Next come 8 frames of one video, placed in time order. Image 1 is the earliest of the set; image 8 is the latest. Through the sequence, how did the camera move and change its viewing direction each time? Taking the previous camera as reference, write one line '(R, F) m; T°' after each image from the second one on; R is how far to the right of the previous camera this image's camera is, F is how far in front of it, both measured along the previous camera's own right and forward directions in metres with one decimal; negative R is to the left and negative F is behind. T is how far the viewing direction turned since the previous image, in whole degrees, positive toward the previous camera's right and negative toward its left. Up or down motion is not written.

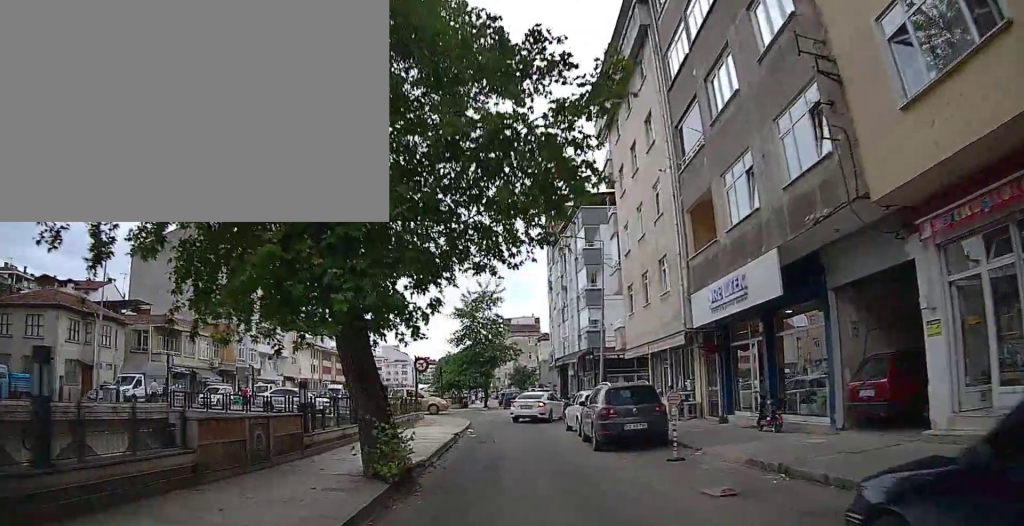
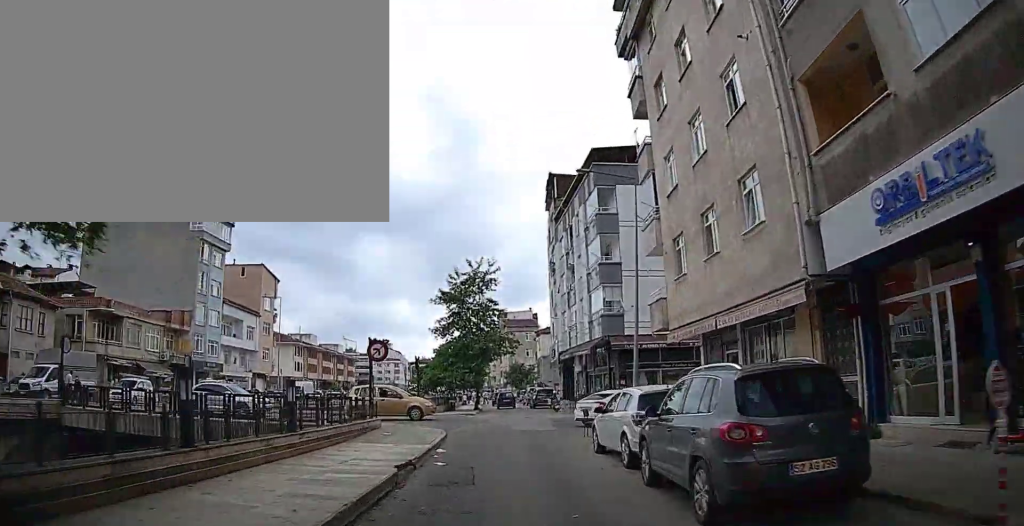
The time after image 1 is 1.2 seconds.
(+0.2, +7.9) m; 0°
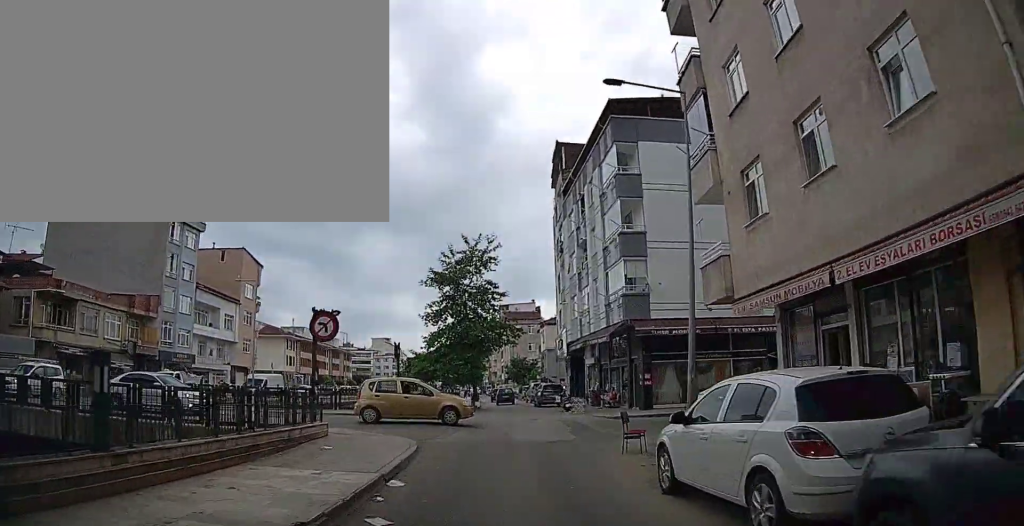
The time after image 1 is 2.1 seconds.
(-0.1, +5.8) m; +1°
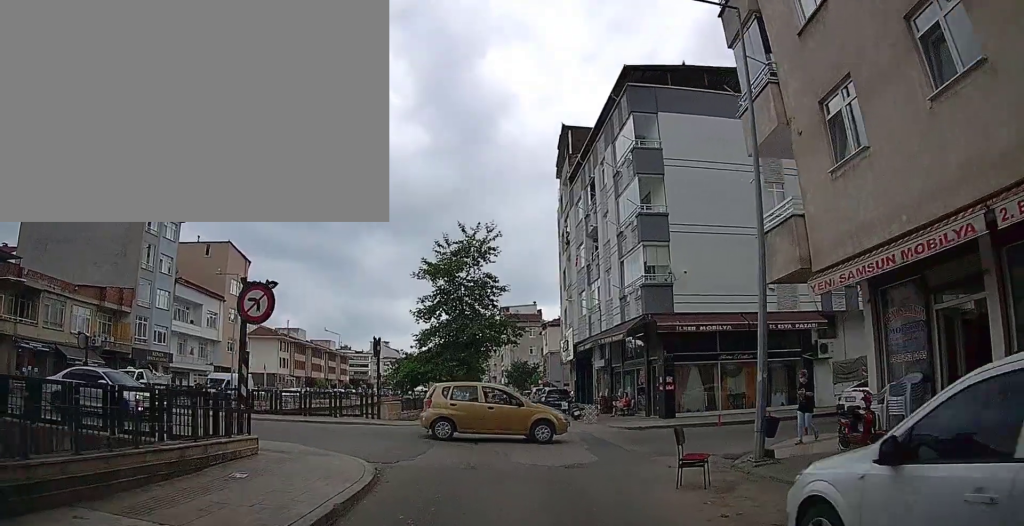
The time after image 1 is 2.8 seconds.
(+0.1, +4.0) m; +2°
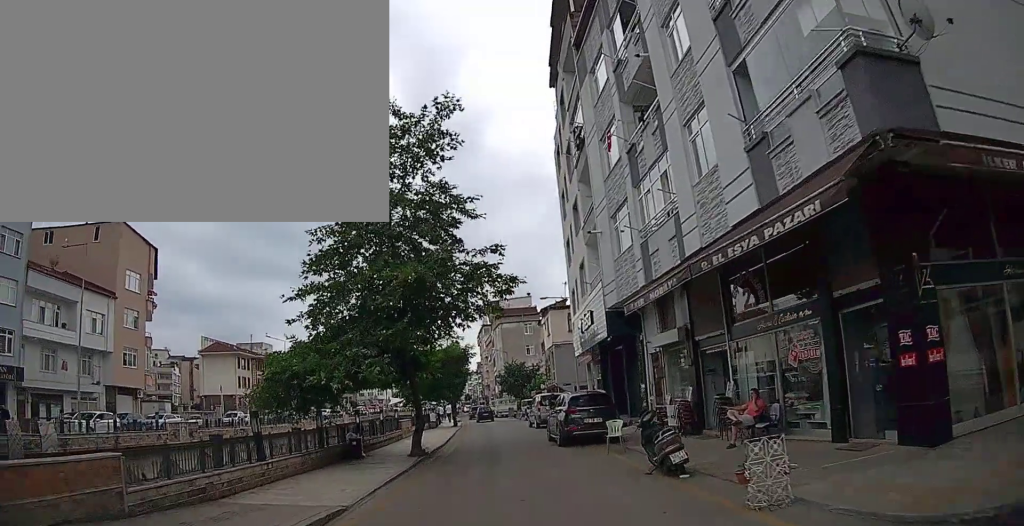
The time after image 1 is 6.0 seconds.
(+0.5, +16.3) m; +1°
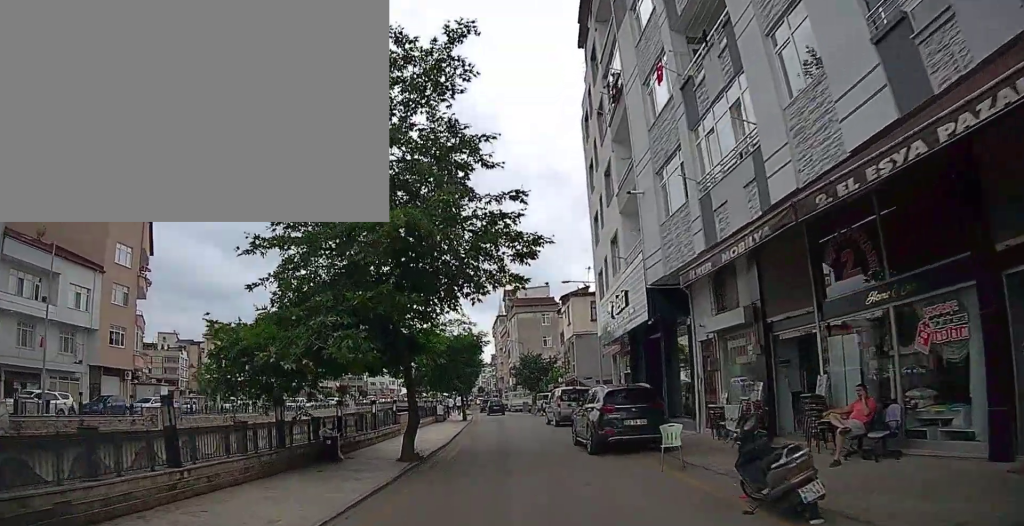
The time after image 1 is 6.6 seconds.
(+0.1, +3.8) m; 0°
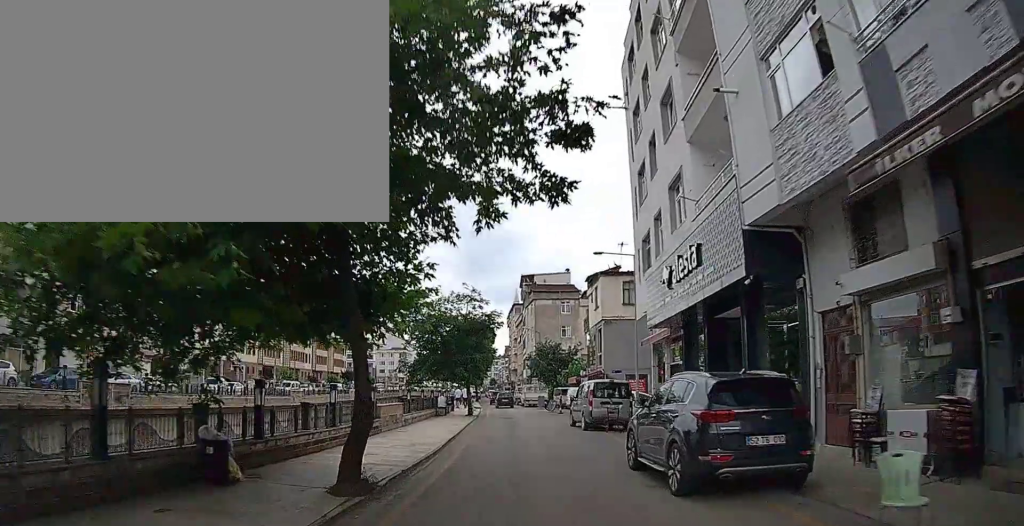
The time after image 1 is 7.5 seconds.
(-0.1, +5.9) m; -3°
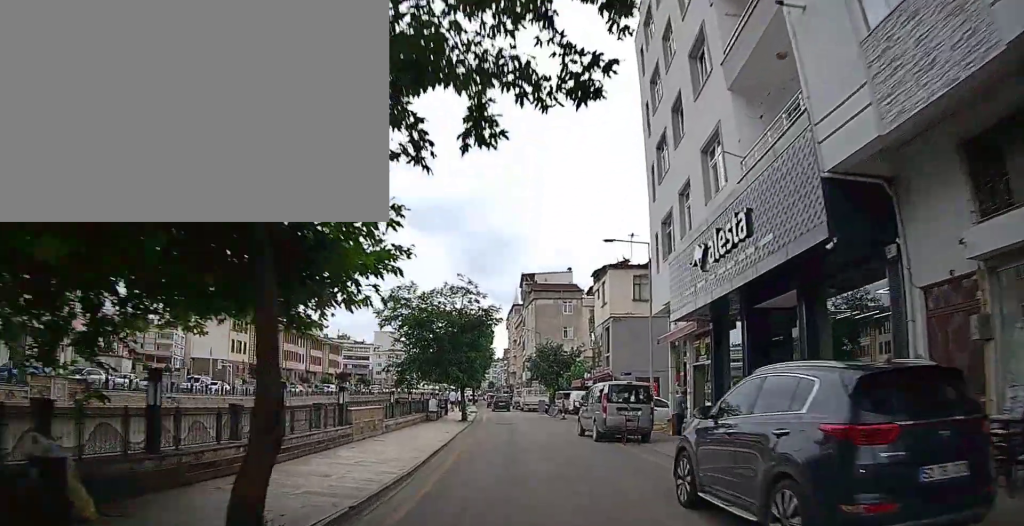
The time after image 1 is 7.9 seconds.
(0.0, +3.1) m; -1°
